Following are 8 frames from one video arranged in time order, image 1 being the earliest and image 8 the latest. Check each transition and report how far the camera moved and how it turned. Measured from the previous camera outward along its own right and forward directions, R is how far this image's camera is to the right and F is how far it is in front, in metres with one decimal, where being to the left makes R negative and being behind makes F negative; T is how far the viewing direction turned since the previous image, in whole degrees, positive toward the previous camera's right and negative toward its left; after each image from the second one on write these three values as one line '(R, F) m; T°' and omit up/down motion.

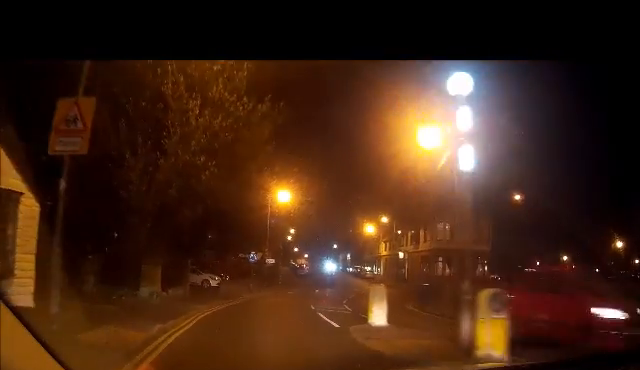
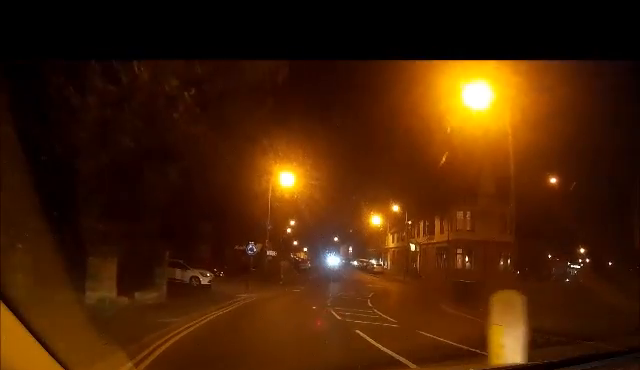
(+0.1, +5.4) m; +1°
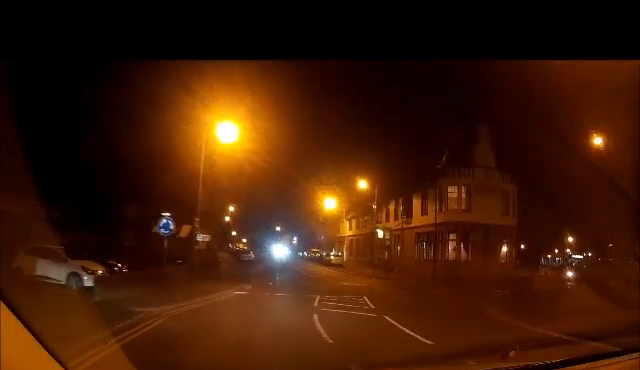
(0.0, +10.4) m; 0°
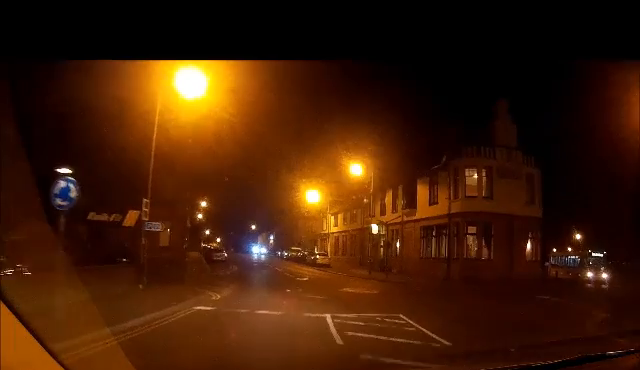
(0.0, +6.9) m; +1°
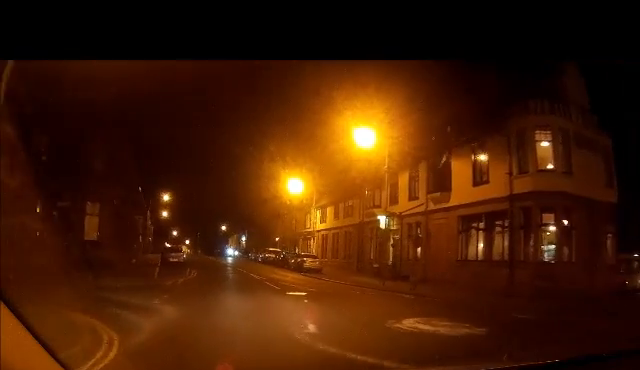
(+0.2, +11.2) m; +2°
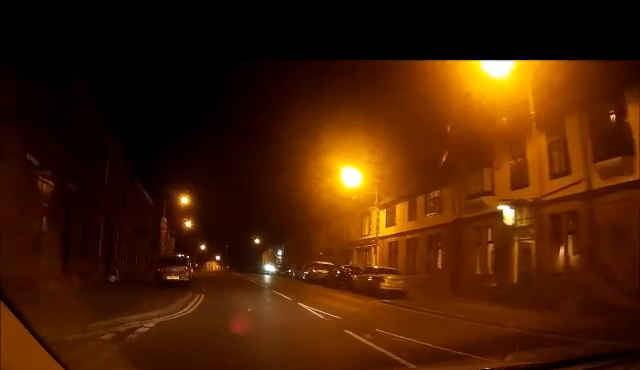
(+0.2, +13.1) m; +1°
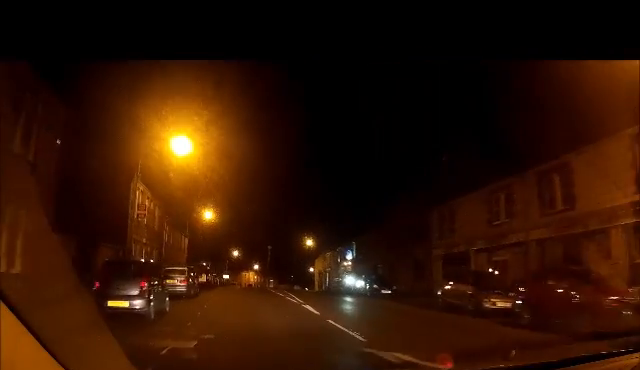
(0.0, +28.2) m; 0°
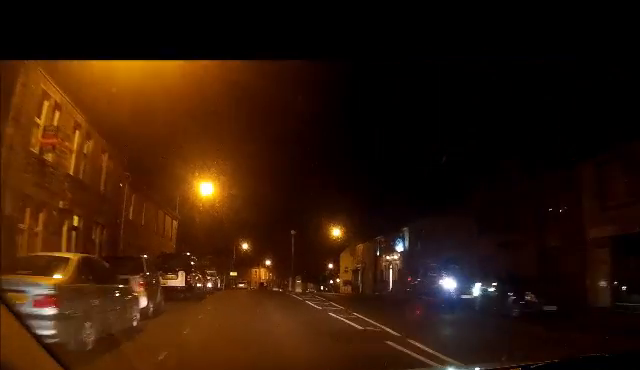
(-0.1, +15.2) m; 0°
